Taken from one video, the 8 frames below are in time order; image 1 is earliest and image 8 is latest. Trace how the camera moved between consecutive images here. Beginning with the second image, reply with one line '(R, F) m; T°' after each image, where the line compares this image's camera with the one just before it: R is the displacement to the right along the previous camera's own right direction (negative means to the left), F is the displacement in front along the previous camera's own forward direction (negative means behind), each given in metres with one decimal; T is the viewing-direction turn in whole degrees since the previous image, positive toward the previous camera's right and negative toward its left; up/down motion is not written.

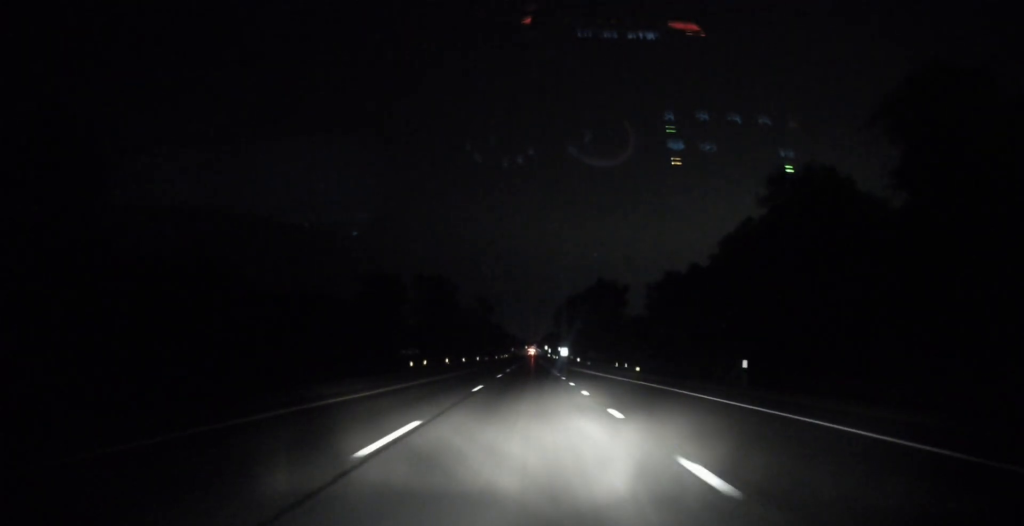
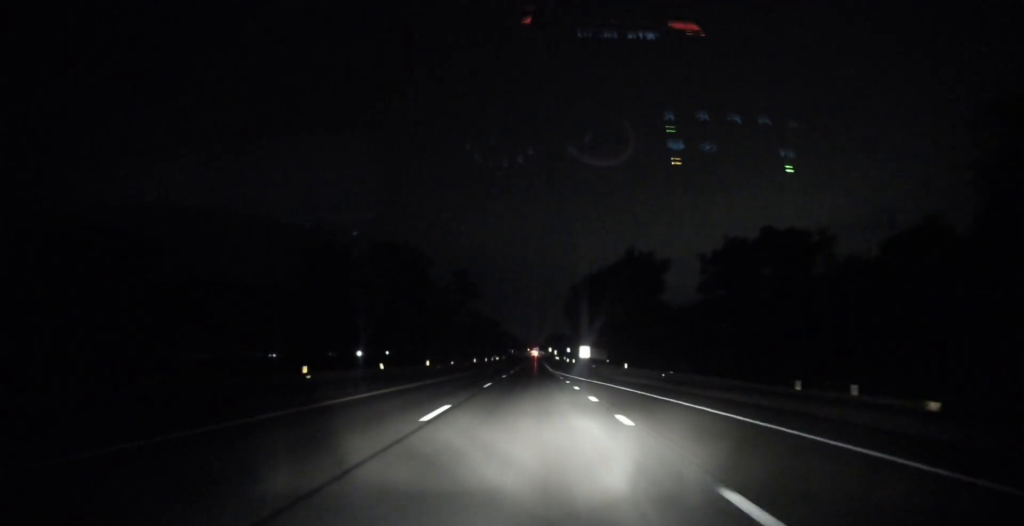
(-0.1, +55.7) m; 0°
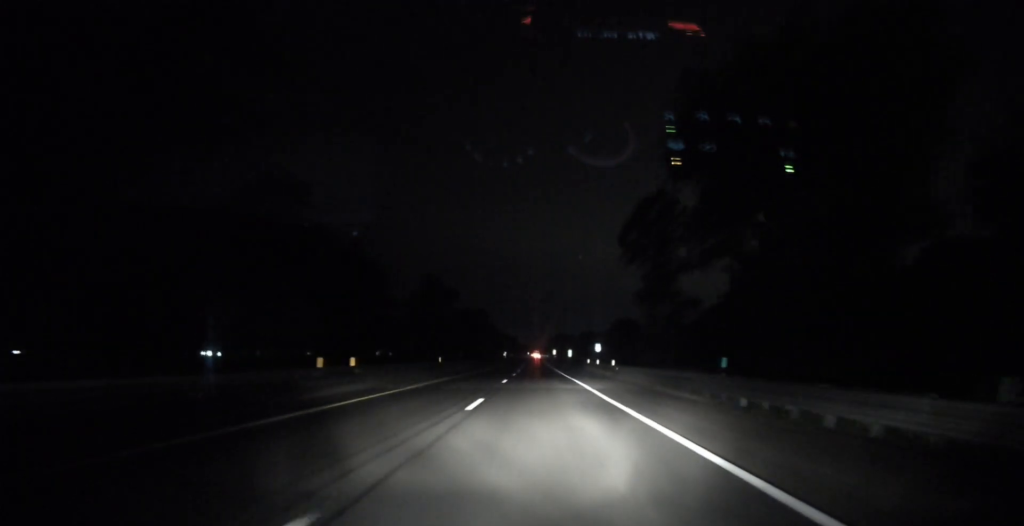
(0.0, +103.5) m; 0°
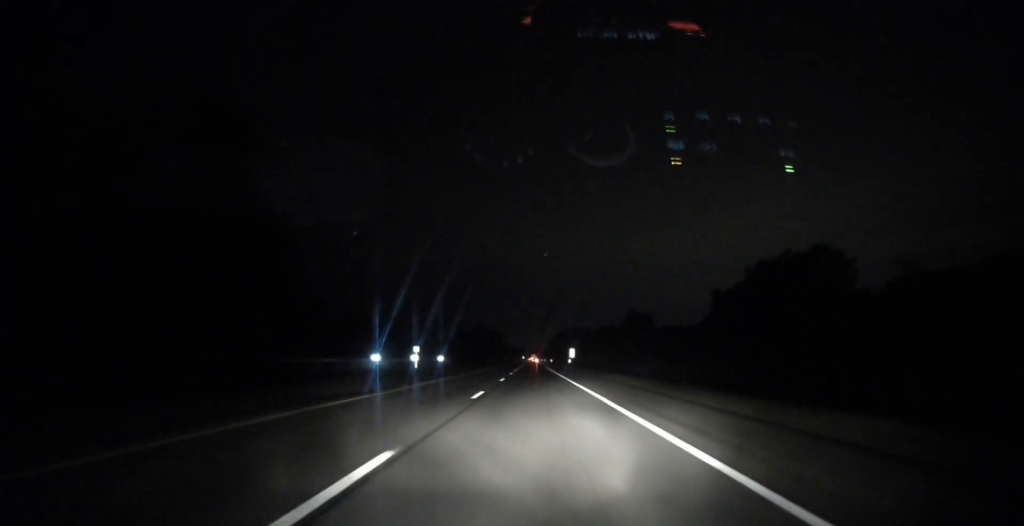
(-0.5, +223.8) m; 0°
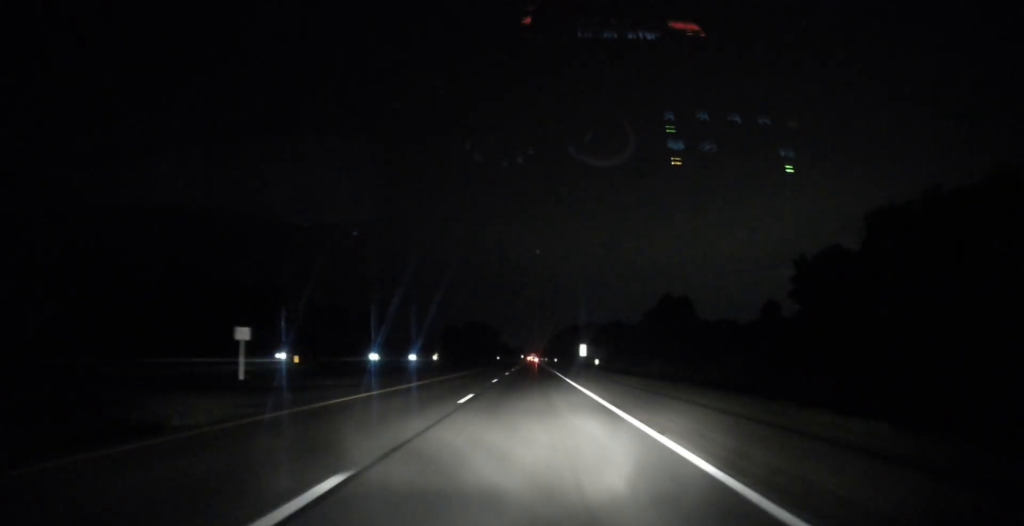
(+0.2, +47.5) m; 0°
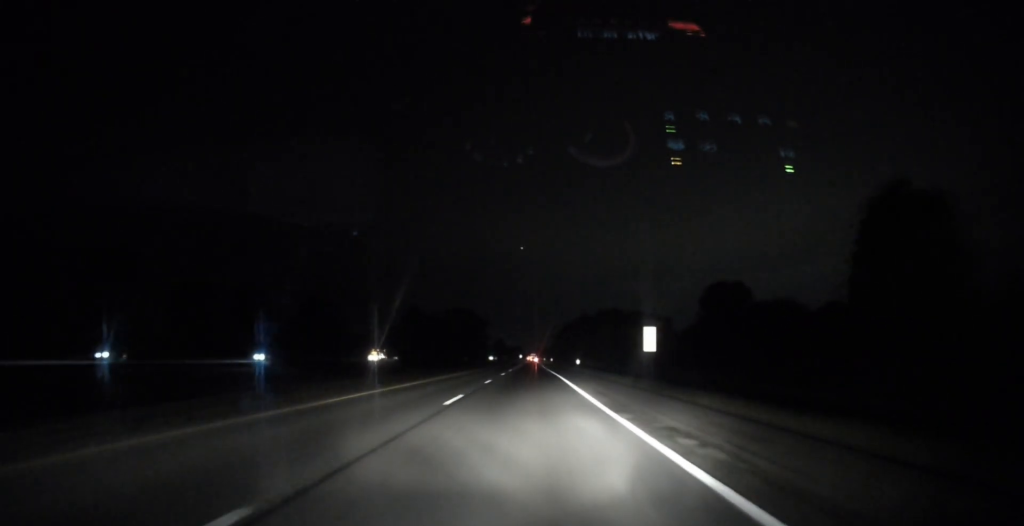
(-0.1, +92.0) m; 0°
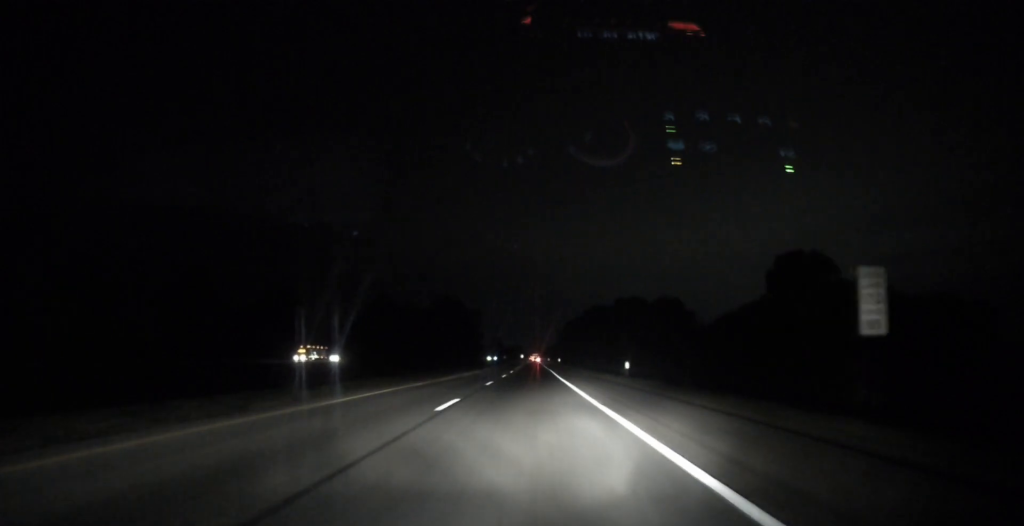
(+0.2, +46.2) m; 0°
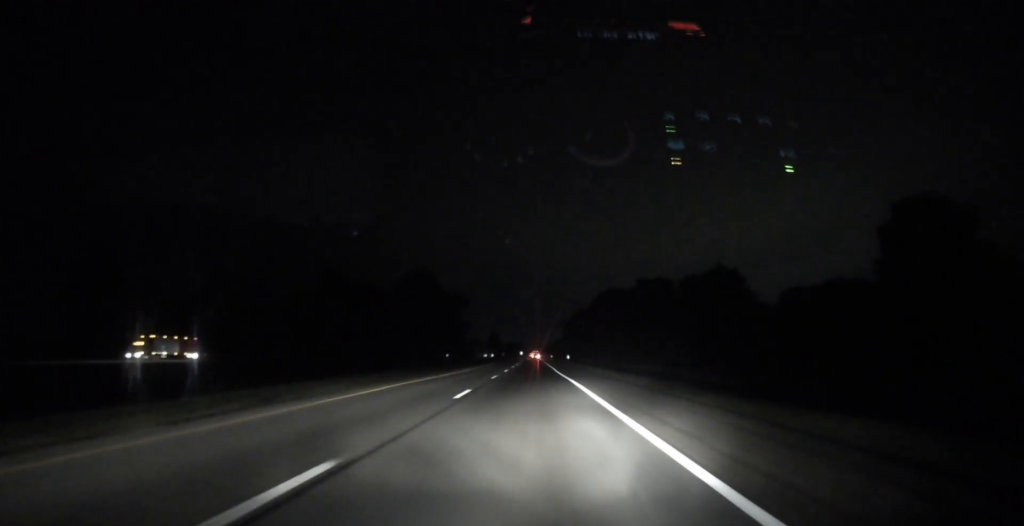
(-0.1, +42.6) m; 0°
